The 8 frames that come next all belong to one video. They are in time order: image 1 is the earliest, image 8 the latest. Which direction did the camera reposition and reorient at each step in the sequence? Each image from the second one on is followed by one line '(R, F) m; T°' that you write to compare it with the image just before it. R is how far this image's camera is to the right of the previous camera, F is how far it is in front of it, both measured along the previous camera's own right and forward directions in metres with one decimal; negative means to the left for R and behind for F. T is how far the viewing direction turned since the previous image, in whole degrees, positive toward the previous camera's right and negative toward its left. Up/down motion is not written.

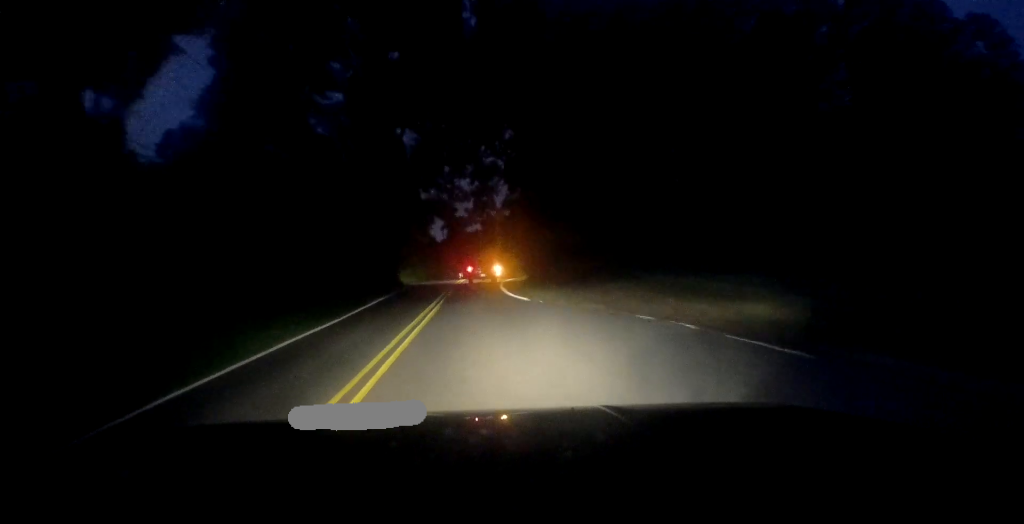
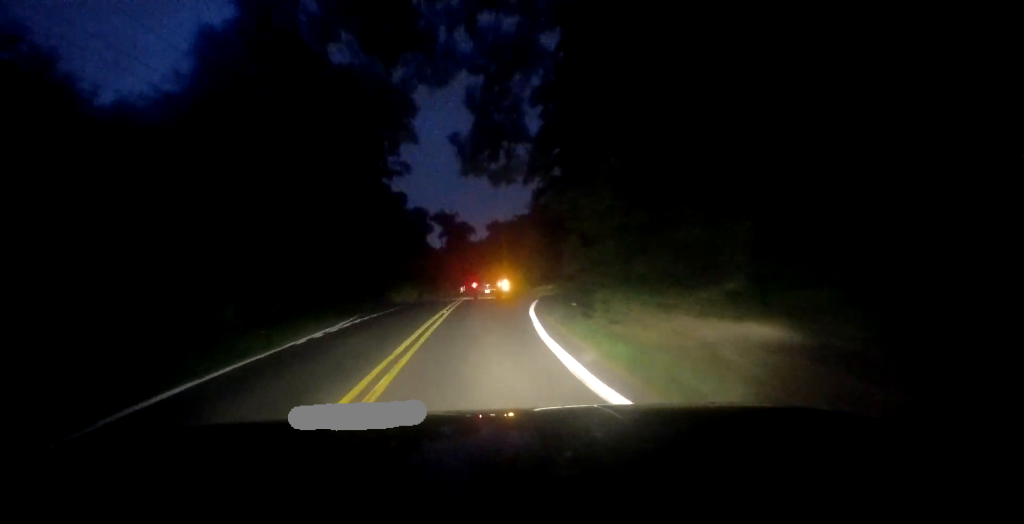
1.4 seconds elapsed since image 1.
(+0.7, +24.3) m; +2°
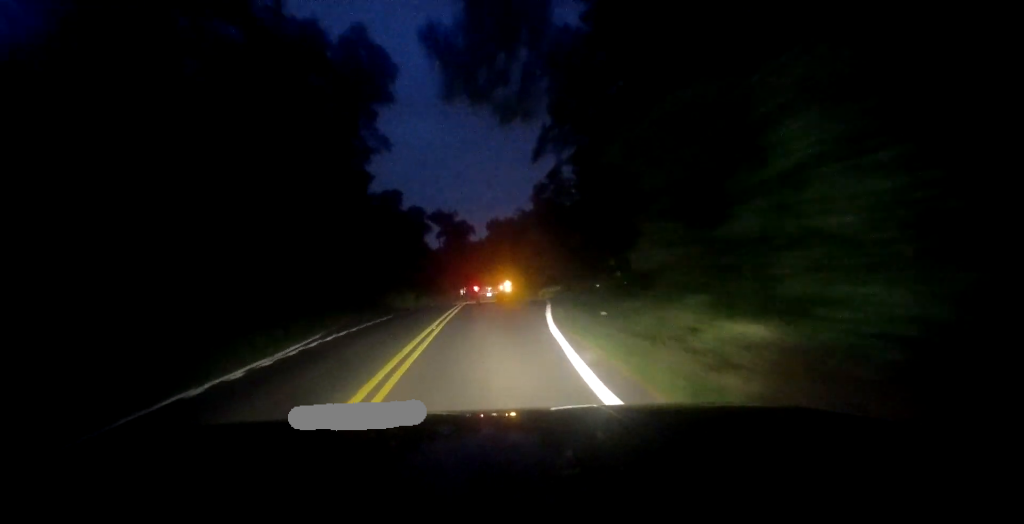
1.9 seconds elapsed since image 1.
(-0.1, +7.6) m; 0°
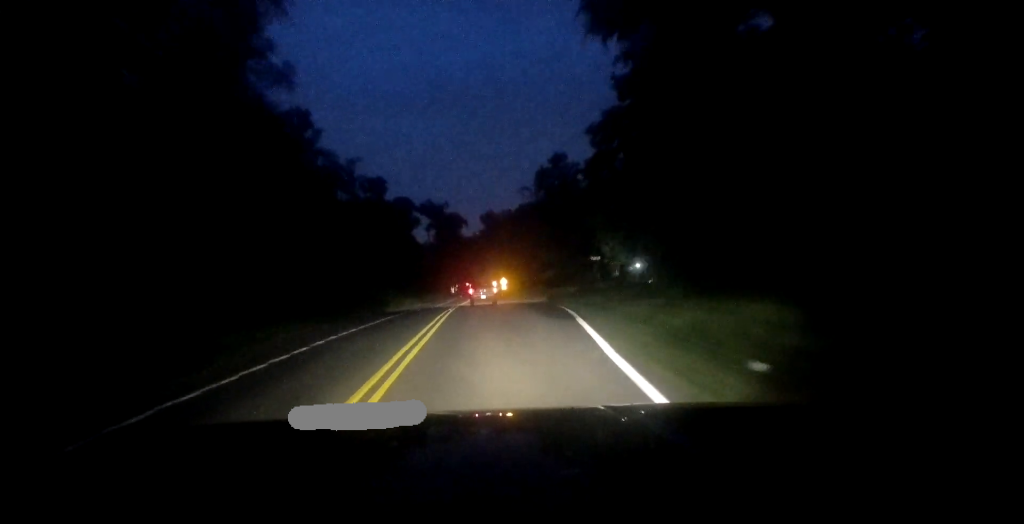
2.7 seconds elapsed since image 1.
(+0.2, +16.0) m; 0°
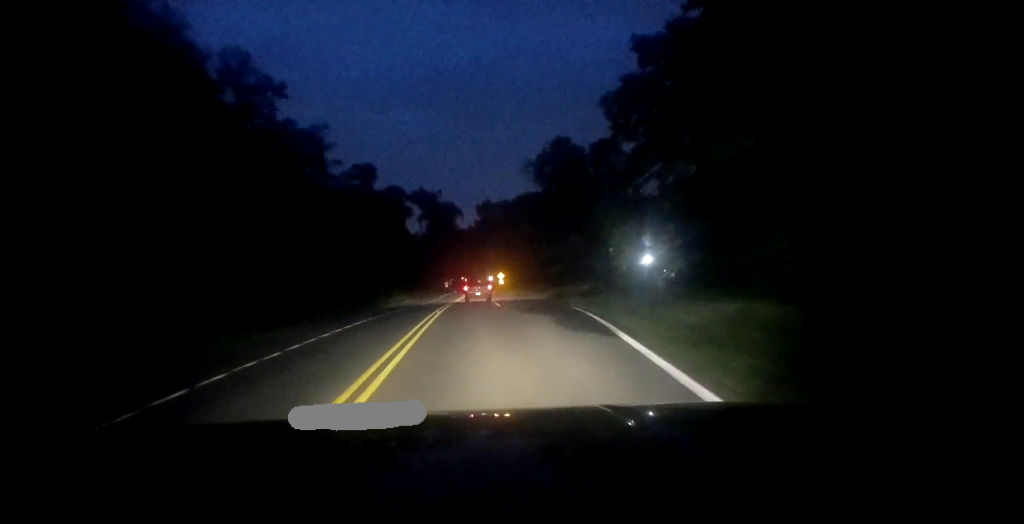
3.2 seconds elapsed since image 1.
(0.0, +8.8) m; 0°
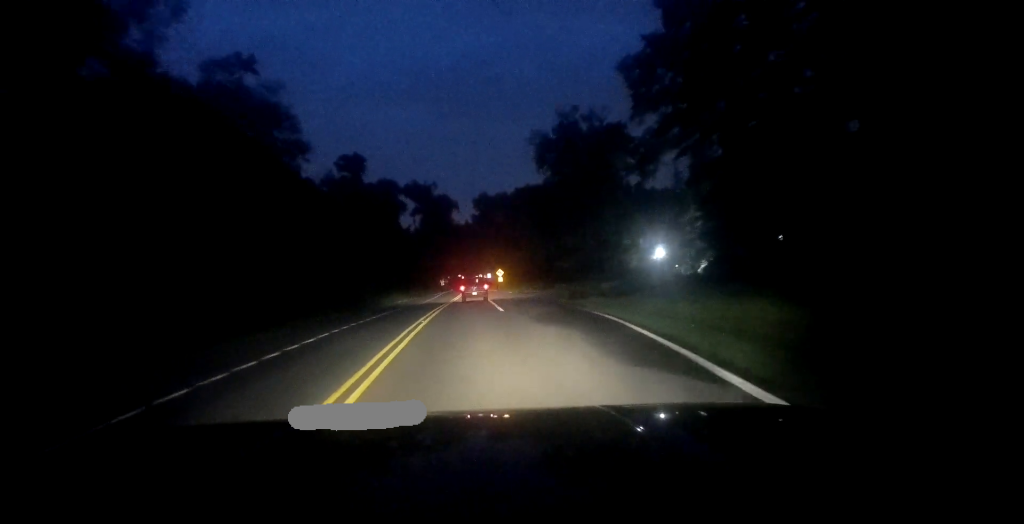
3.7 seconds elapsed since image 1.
(-0.1, +8.4) m; -1°
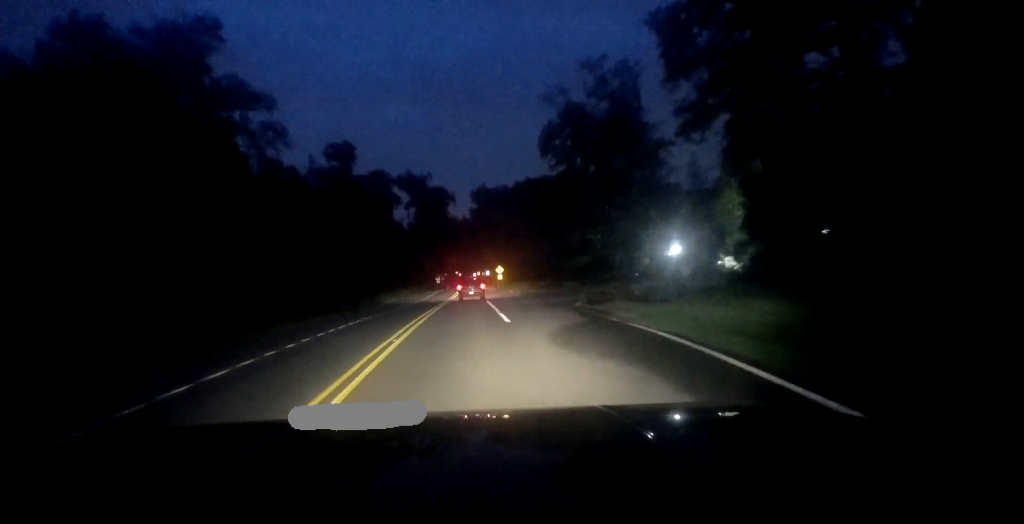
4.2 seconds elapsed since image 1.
(-0.1, +7.8) m; 0°
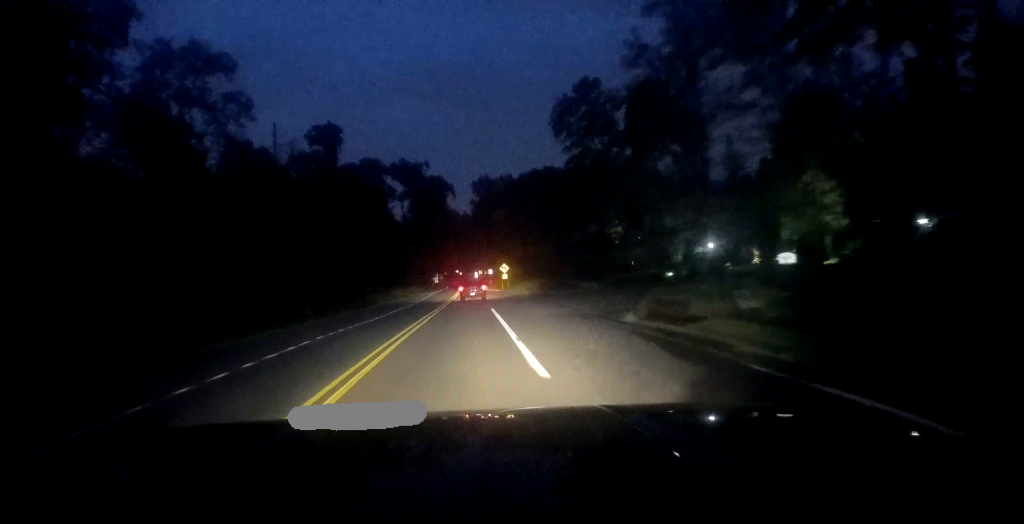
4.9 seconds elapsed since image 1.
(-0.2, +11.6) m; 0°
